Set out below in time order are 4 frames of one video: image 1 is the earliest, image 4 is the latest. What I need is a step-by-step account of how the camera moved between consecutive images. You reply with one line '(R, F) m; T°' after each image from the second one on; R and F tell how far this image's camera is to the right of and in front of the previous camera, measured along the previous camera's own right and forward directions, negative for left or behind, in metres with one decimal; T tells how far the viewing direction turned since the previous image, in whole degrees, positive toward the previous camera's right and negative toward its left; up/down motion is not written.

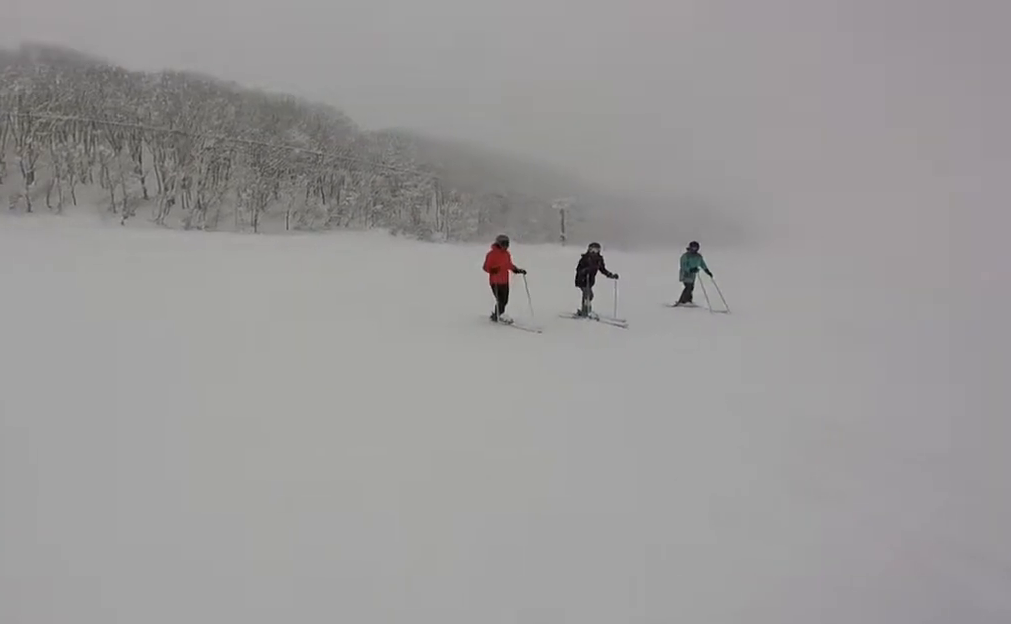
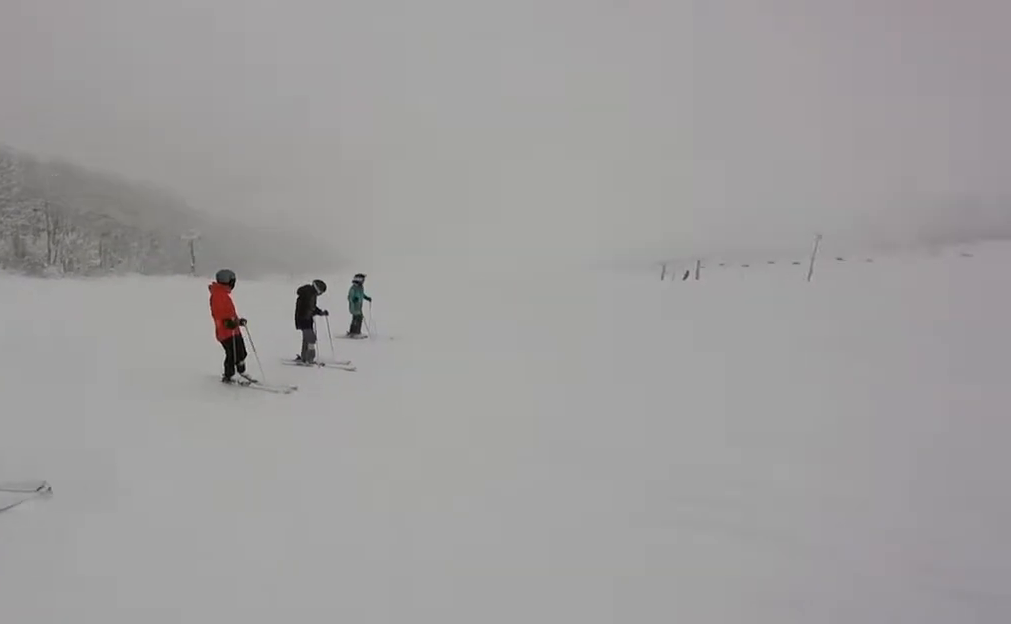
(-0.4, +14.5) m; +6°
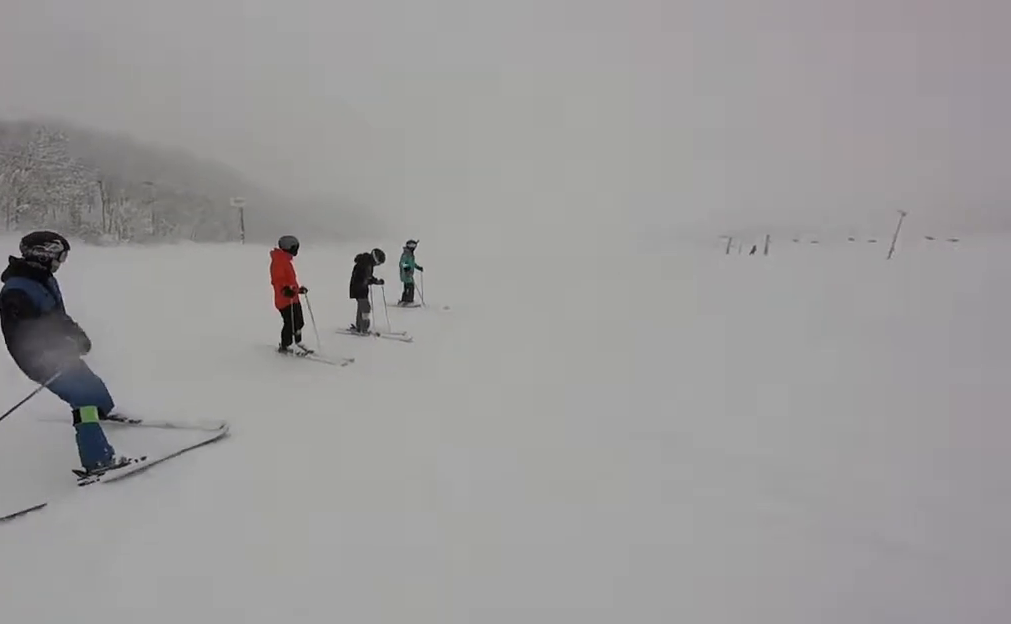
(+0.3, +2.5) m; 0°
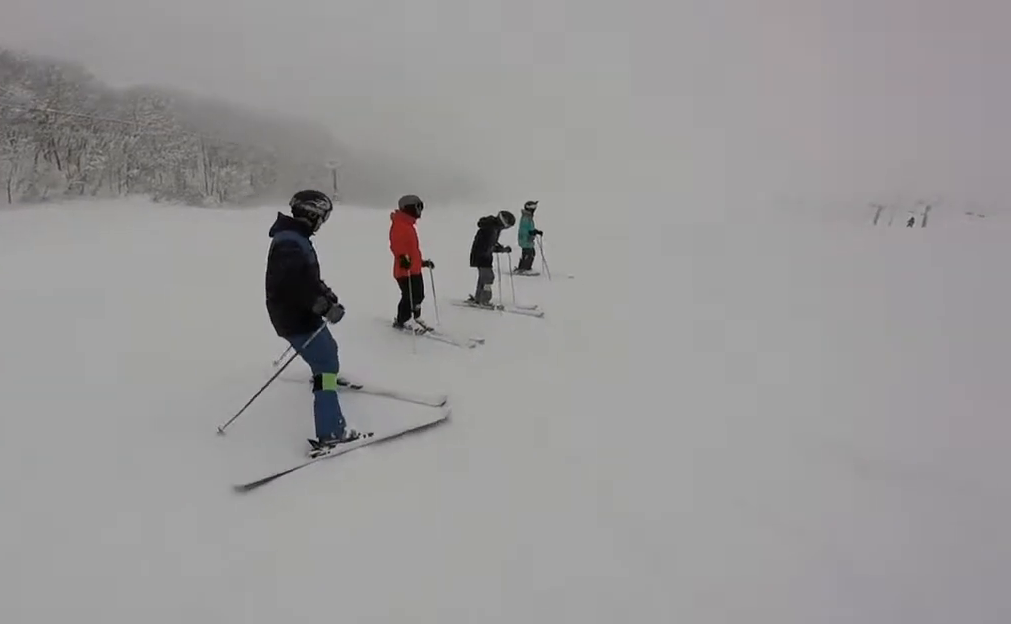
(-0.7, +4.2) m; -9°
